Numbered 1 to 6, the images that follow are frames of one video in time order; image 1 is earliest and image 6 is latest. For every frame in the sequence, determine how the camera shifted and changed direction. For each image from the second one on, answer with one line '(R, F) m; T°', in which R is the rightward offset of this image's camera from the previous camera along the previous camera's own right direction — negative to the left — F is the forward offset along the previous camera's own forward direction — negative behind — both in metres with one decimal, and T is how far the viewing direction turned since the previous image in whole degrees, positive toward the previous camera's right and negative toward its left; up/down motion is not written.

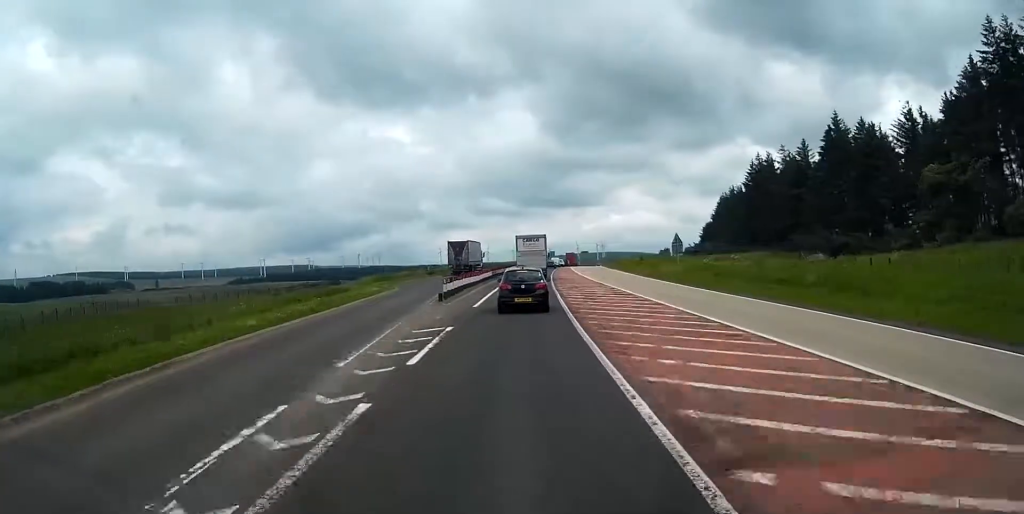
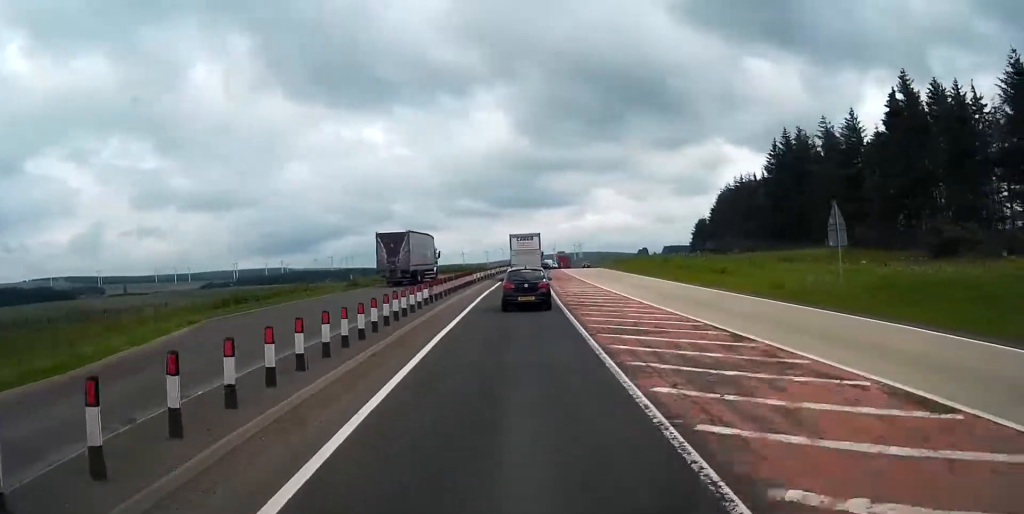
(+0.6, +28.1) m; +2°
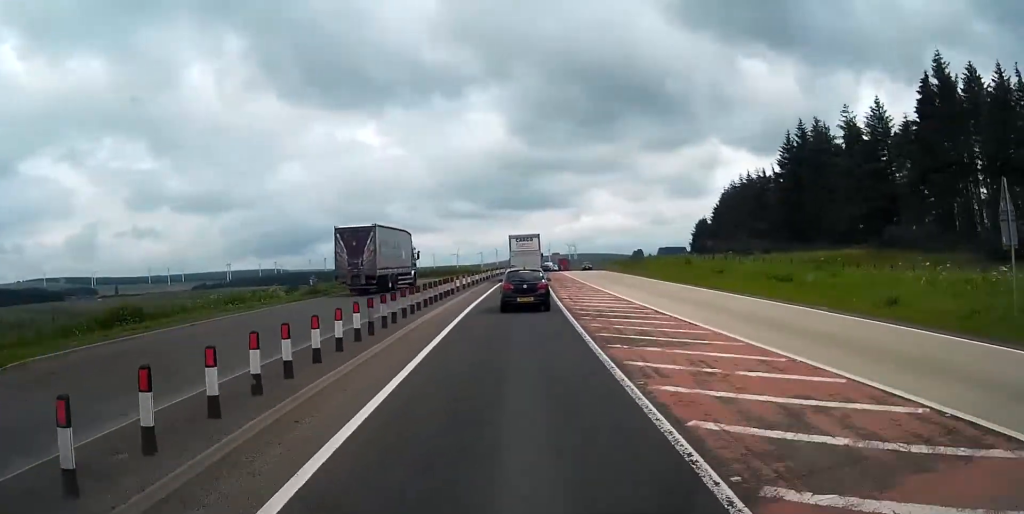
(0.0, +9.4) m; 0°
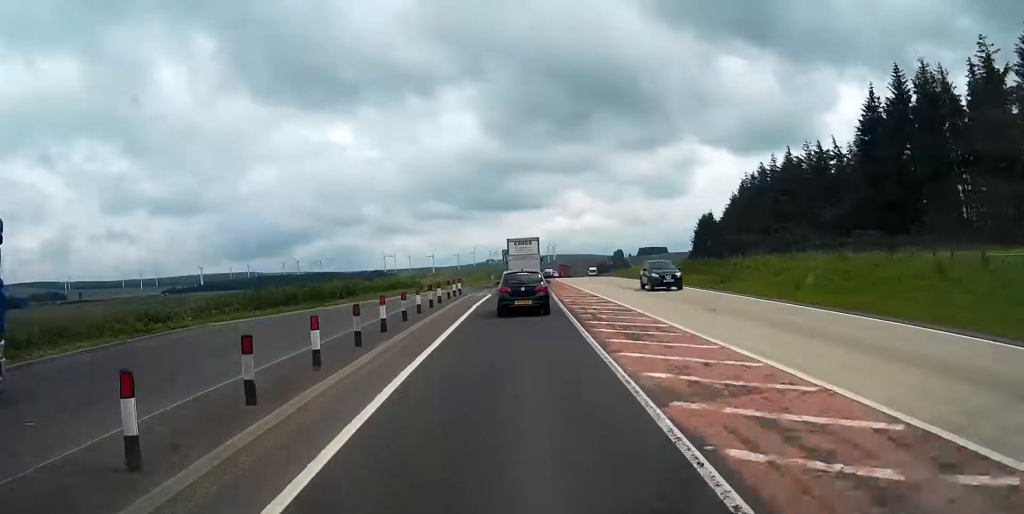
(+0.8, +37.9) m; +2°
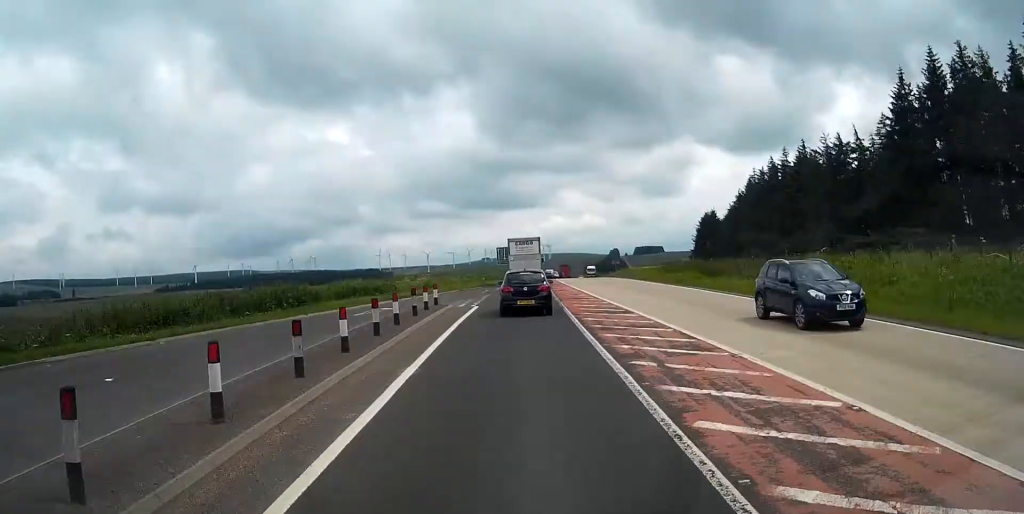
(0.0, +8.8) m; 0°
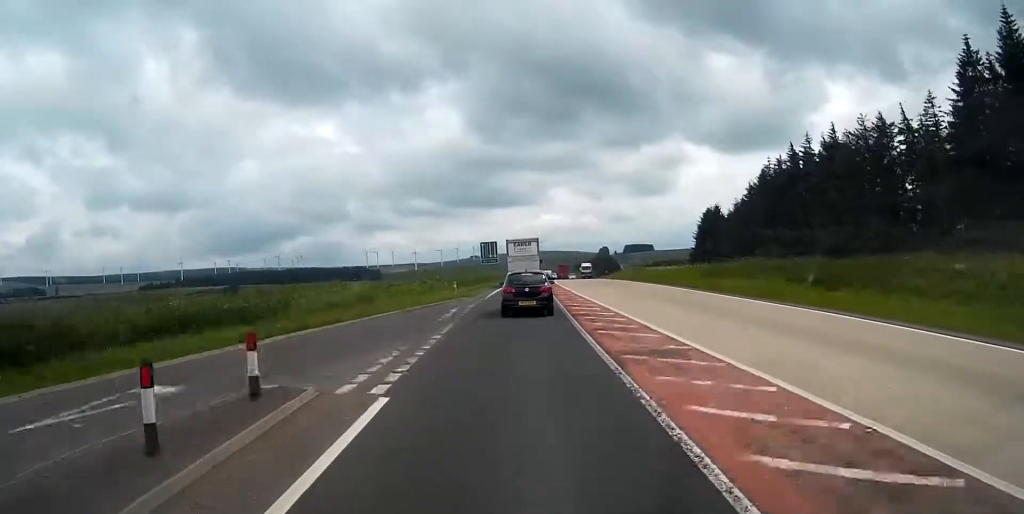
(0.0, +16.9) m; +1°
